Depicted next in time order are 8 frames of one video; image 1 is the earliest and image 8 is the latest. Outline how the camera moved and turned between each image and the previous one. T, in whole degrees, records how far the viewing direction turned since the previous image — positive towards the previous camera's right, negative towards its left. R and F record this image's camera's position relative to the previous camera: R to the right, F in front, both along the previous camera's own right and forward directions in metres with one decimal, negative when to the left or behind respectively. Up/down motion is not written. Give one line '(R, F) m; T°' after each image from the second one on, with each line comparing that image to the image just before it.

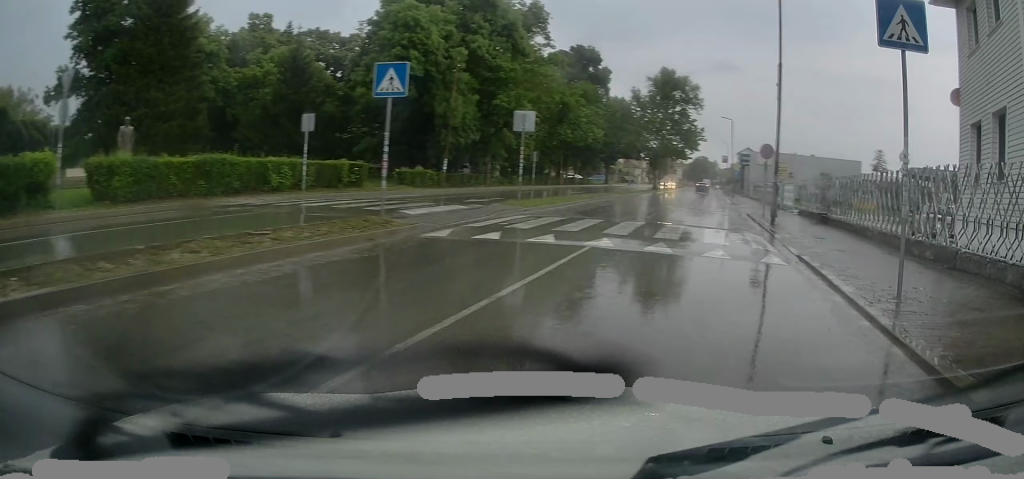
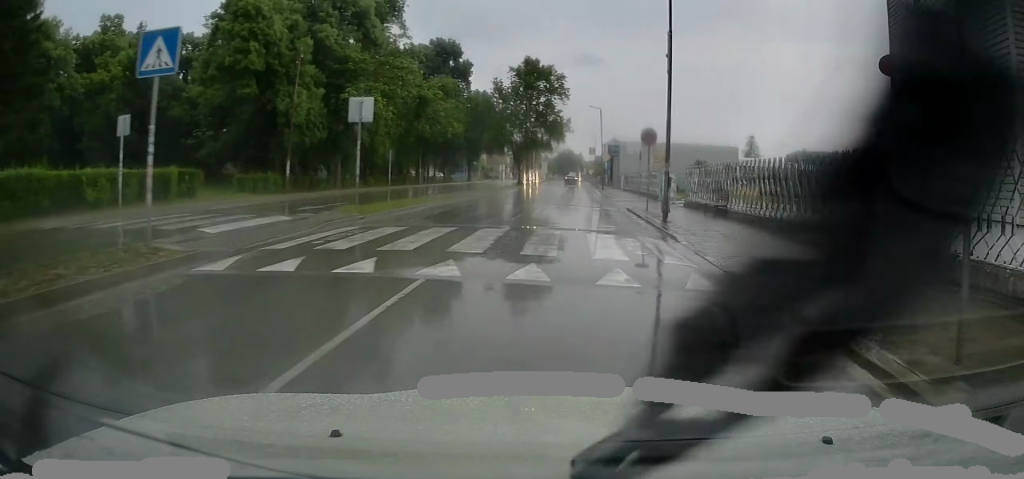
(+0.5, +4.0) m; +8°
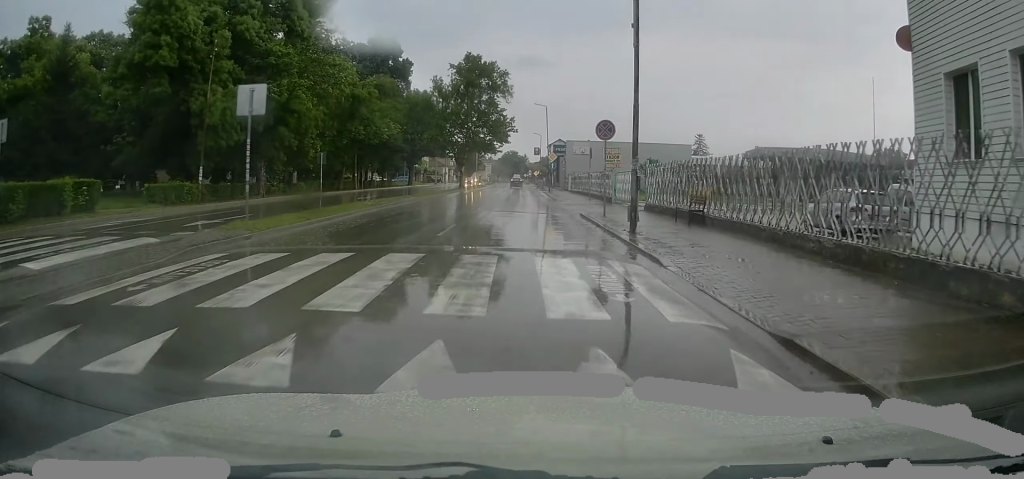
(+0.2, +4.1) m; +4°
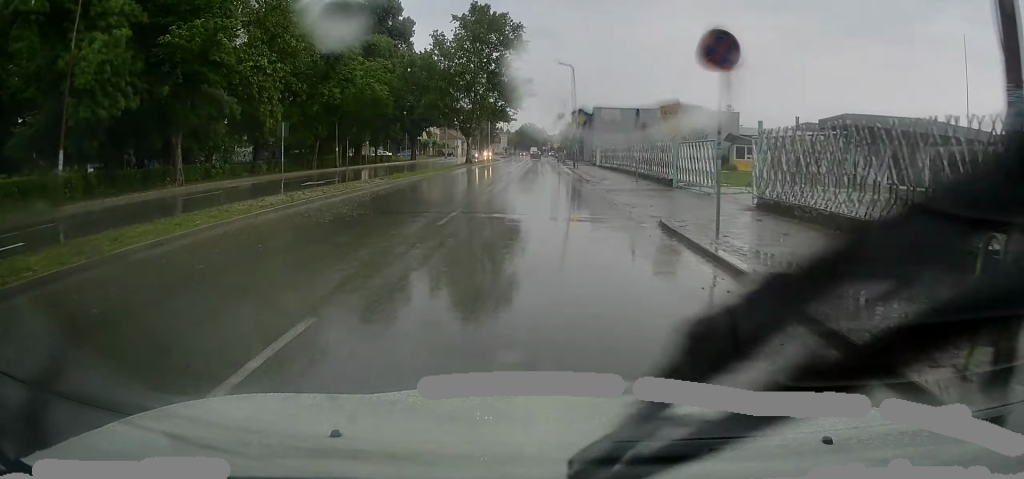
(+1.0, +12.5) m; +5°
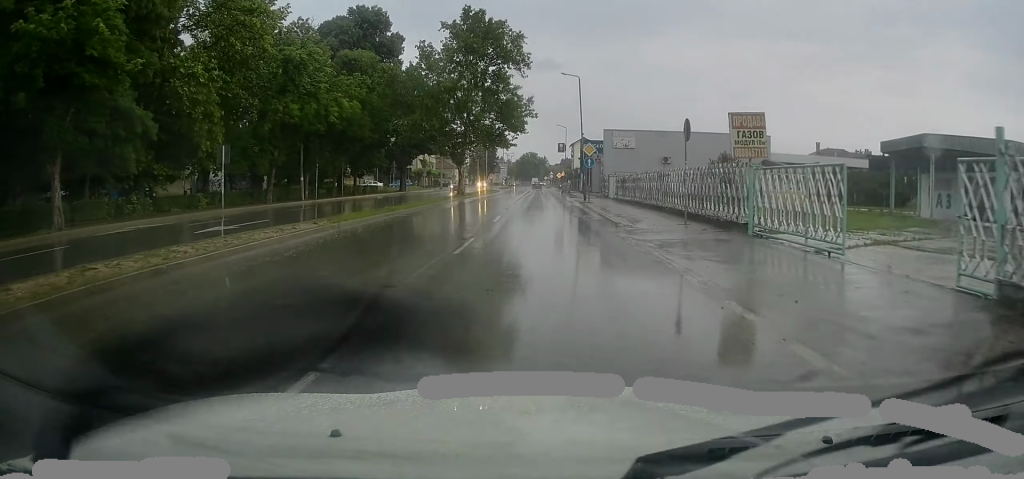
(-0.3, +9.1) m; -3°
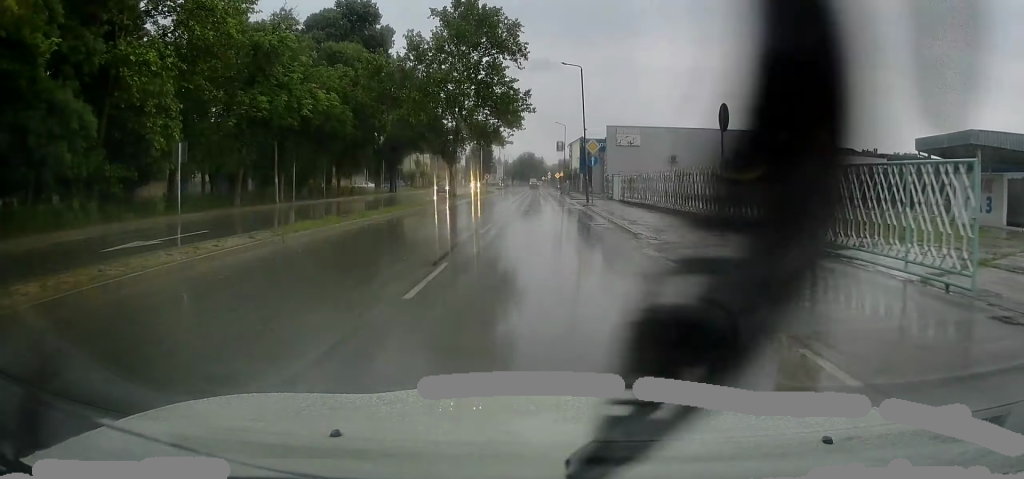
(+0.1, +4.1) m; -1°
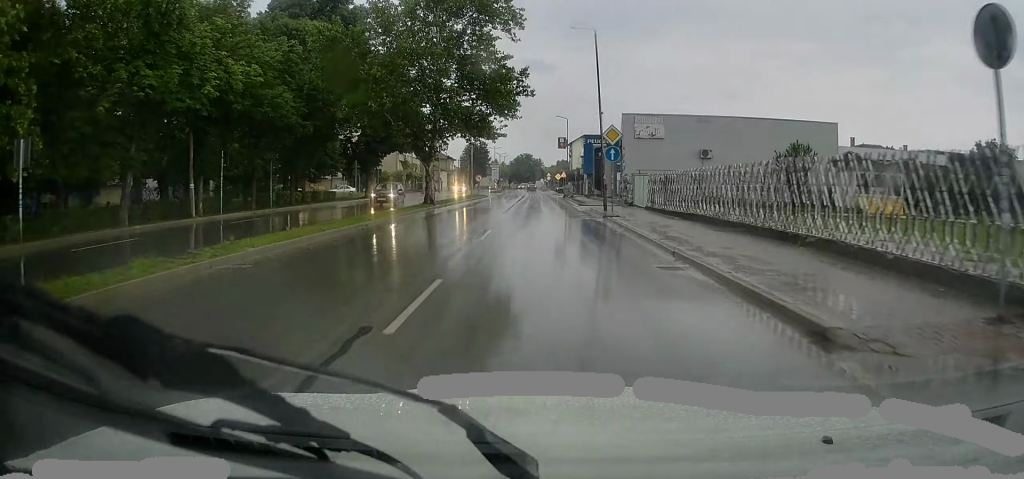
(-0.4, +10.2) m; -2°
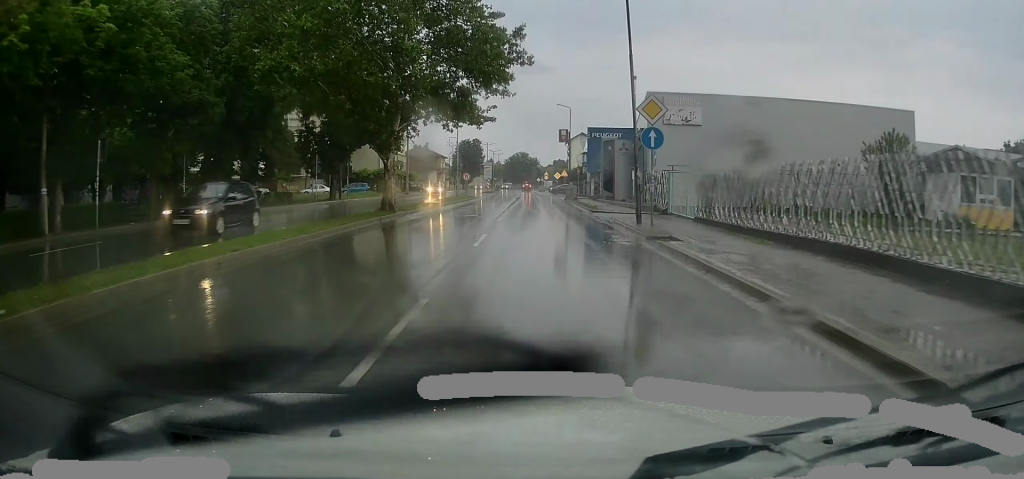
(0.0, +10.1) m; +1°
